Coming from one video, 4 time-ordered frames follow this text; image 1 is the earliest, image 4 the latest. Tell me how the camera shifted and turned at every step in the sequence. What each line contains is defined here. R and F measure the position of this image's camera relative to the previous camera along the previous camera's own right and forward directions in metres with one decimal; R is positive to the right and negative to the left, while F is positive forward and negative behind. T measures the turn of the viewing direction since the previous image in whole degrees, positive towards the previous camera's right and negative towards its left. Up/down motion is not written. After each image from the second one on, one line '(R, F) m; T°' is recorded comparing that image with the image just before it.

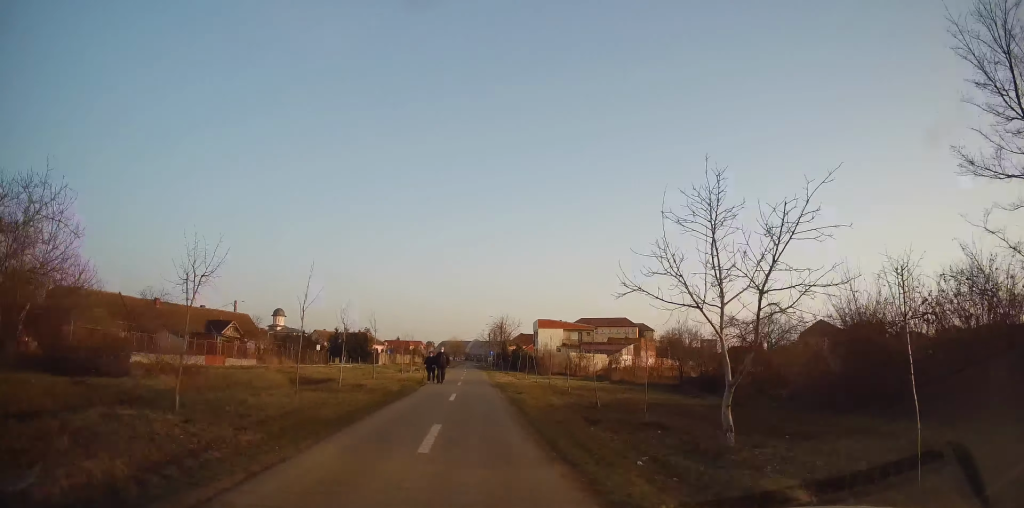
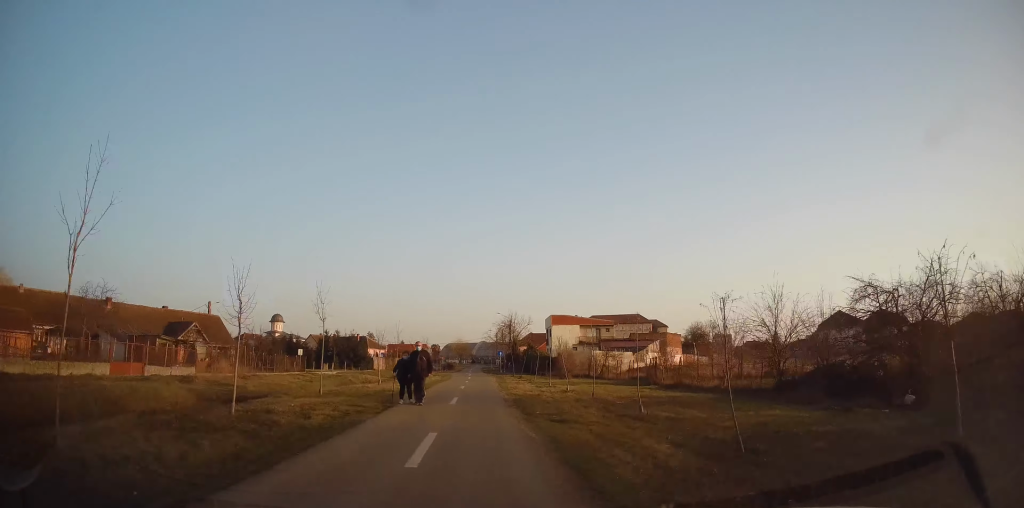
(0.0, +10.1) m; 0°
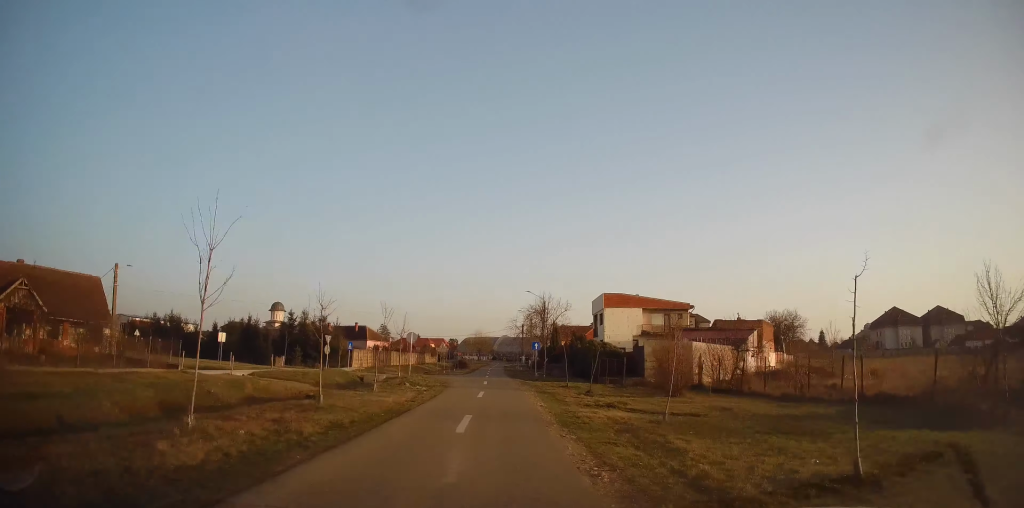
(0.0, +23.6) m; 0°
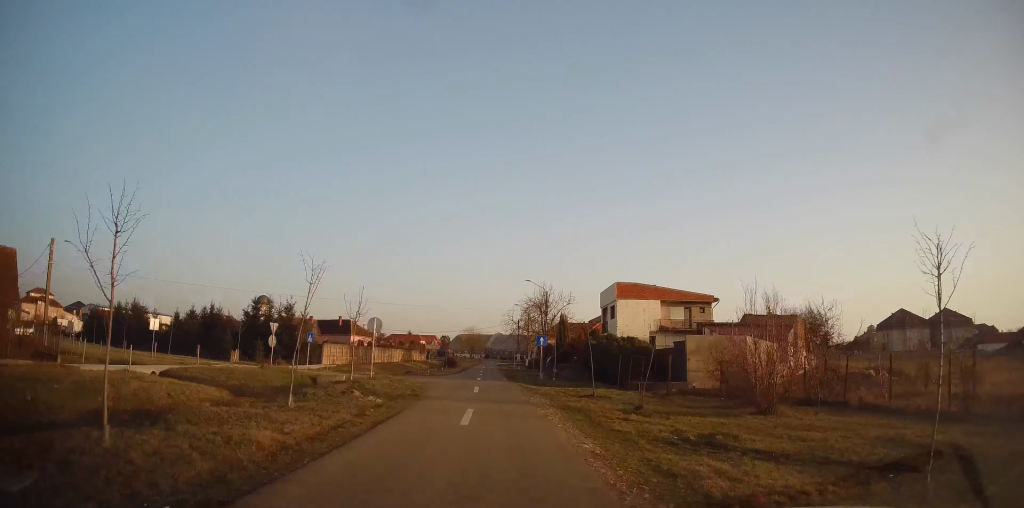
(0.0, +8.3) m; 0°
